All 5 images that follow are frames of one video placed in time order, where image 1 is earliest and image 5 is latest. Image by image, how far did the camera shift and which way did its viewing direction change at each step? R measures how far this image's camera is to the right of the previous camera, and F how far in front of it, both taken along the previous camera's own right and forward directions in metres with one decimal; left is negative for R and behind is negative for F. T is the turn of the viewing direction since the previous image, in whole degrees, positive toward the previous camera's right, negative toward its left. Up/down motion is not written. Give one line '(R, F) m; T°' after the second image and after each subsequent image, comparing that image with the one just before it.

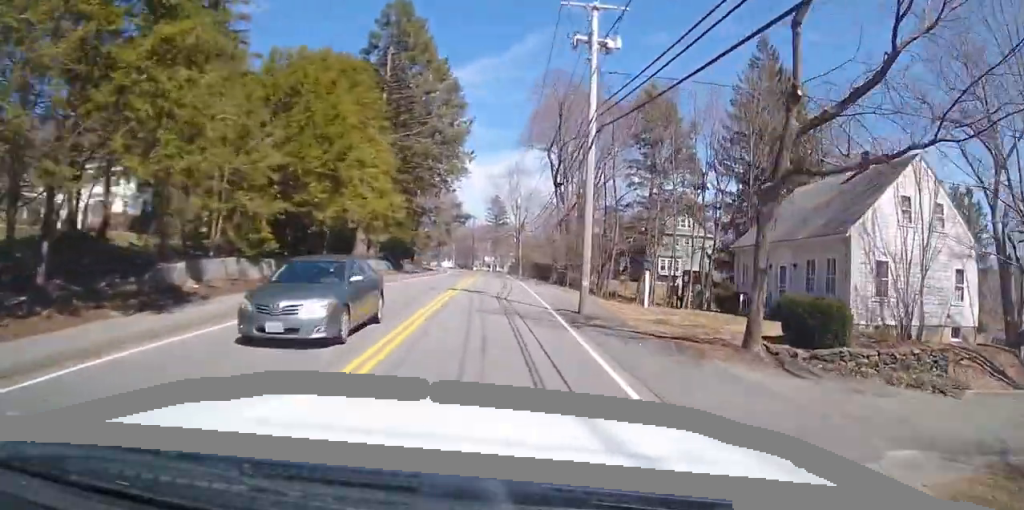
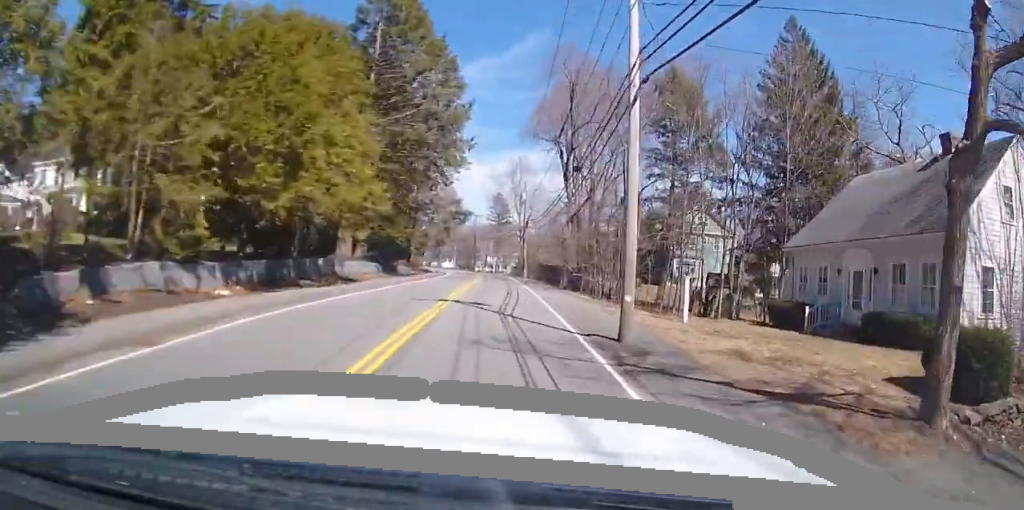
(-0.1, +5.7) m; -1°
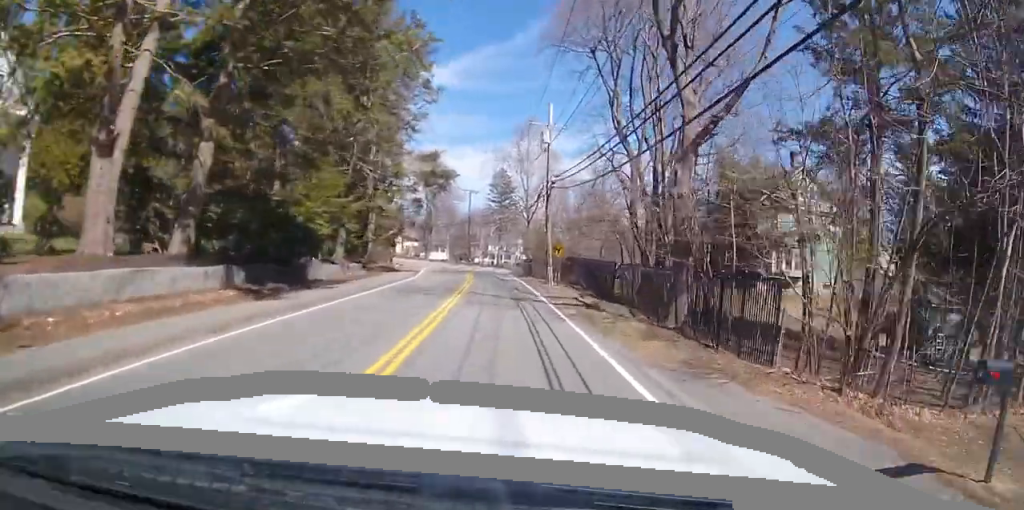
(+0.7, +26.2) m; +2°
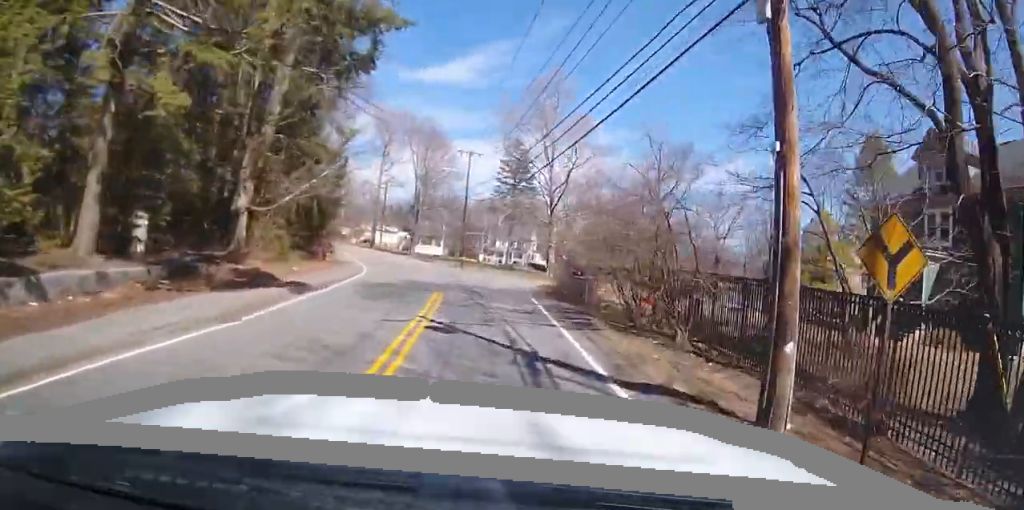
(-0.3, +28.6) m; -2°
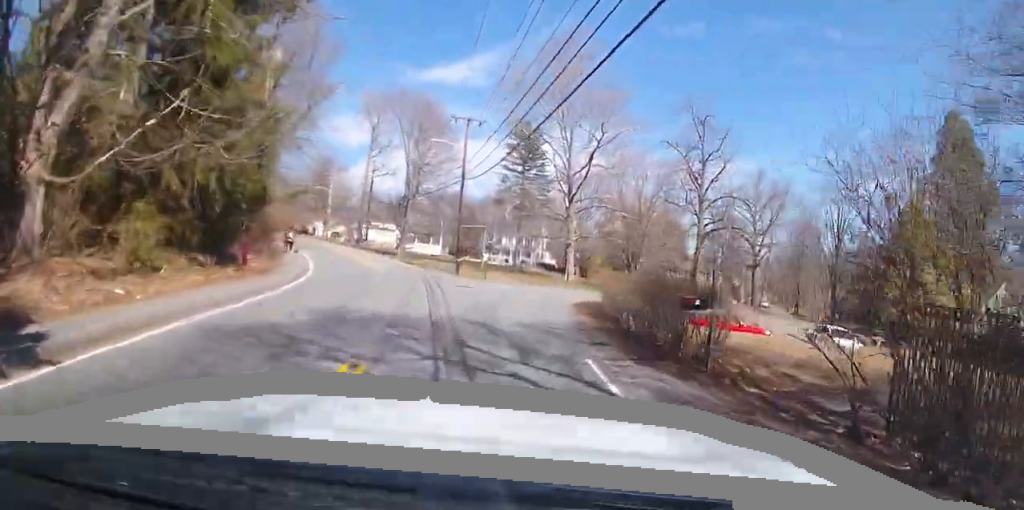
(-0.4, +13.3) m; -2°
